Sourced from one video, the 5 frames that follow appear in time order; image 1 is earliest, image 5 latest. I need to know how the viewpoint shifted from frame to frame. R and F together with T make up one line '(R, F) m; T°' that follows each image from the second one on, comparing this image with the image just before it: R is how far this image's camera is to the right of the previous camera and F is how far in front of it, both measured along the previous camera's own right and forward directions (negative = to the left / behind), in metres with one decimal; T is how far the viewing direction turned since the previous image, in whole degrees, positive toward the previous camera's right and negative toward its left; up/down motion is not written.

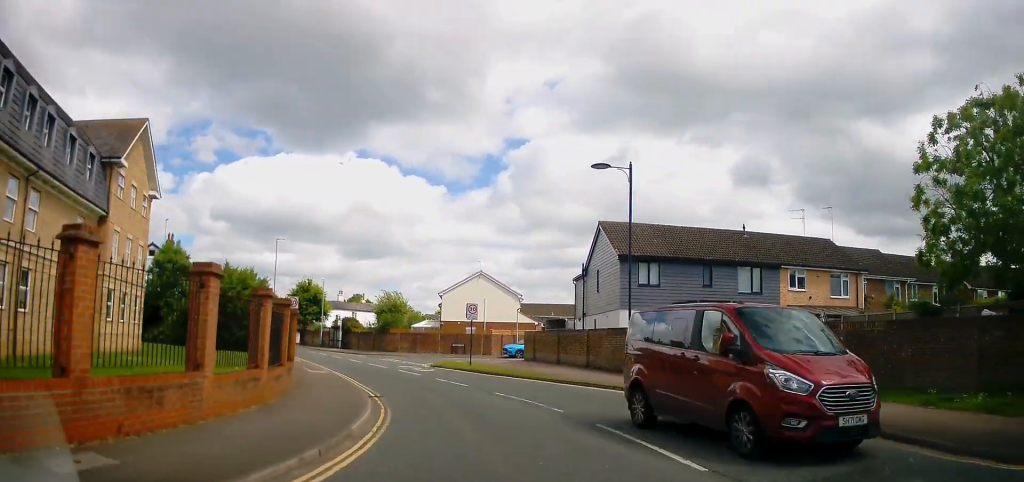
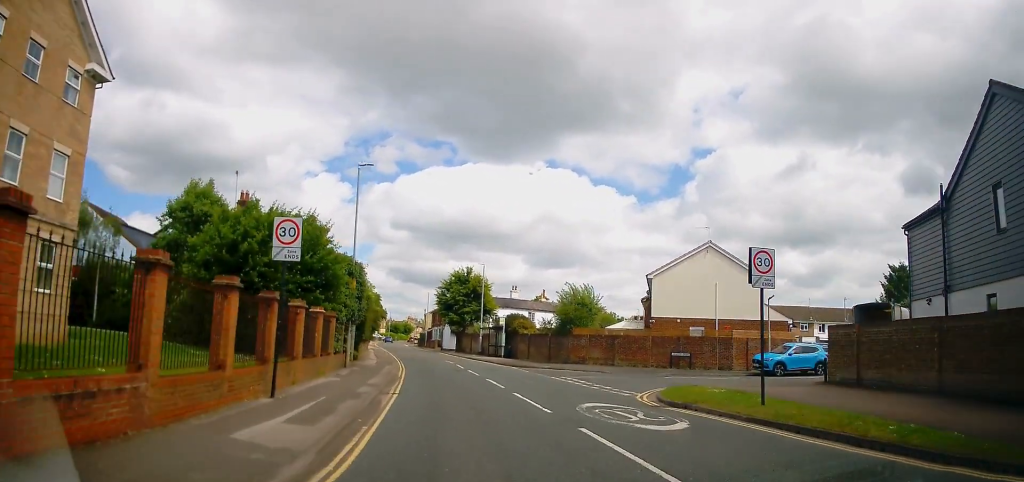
(-1.1, +18.7) m; -13°
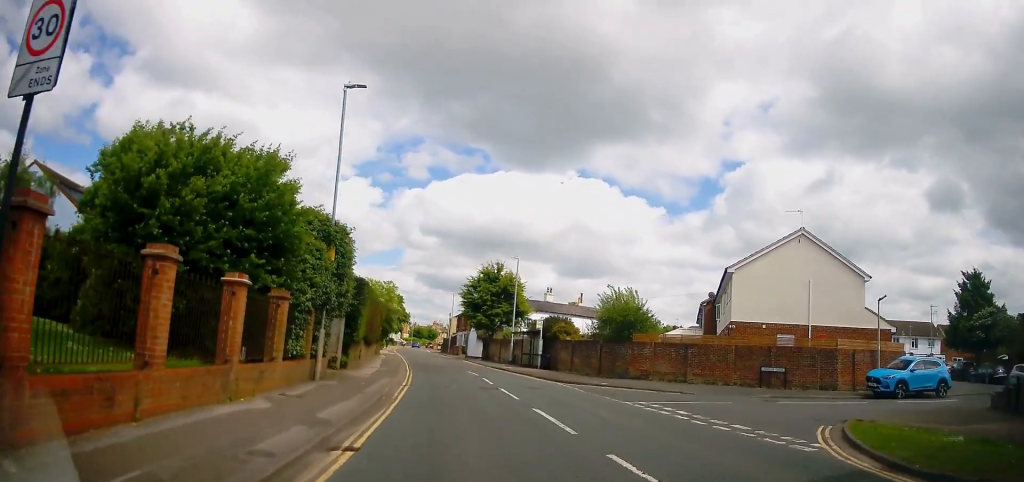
(-0.1, +8.0) m; -1°
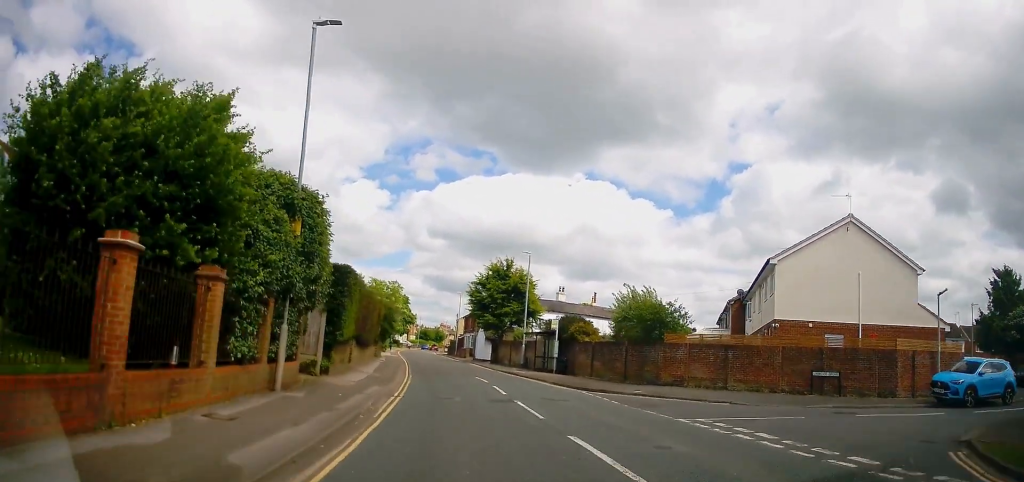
(0.0, +3.7) m; -2°
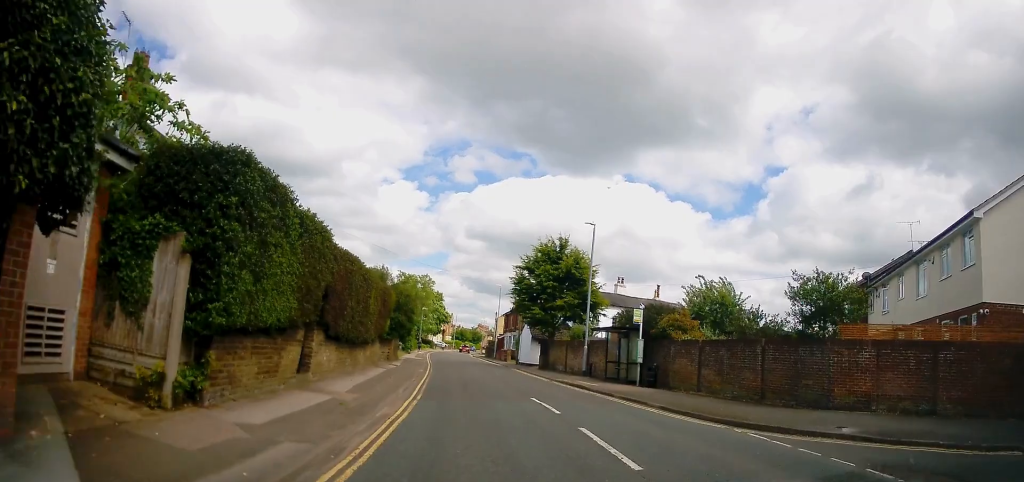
(-0.6, +10.6) m; -5°
